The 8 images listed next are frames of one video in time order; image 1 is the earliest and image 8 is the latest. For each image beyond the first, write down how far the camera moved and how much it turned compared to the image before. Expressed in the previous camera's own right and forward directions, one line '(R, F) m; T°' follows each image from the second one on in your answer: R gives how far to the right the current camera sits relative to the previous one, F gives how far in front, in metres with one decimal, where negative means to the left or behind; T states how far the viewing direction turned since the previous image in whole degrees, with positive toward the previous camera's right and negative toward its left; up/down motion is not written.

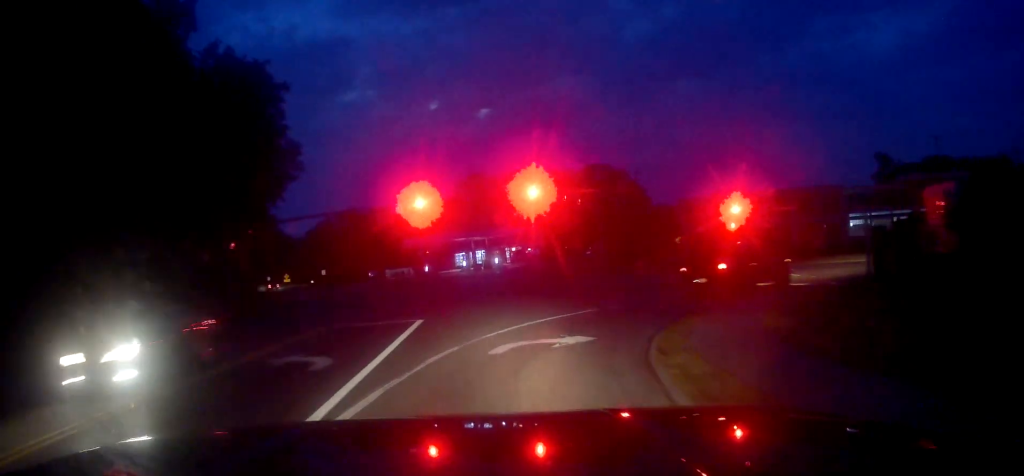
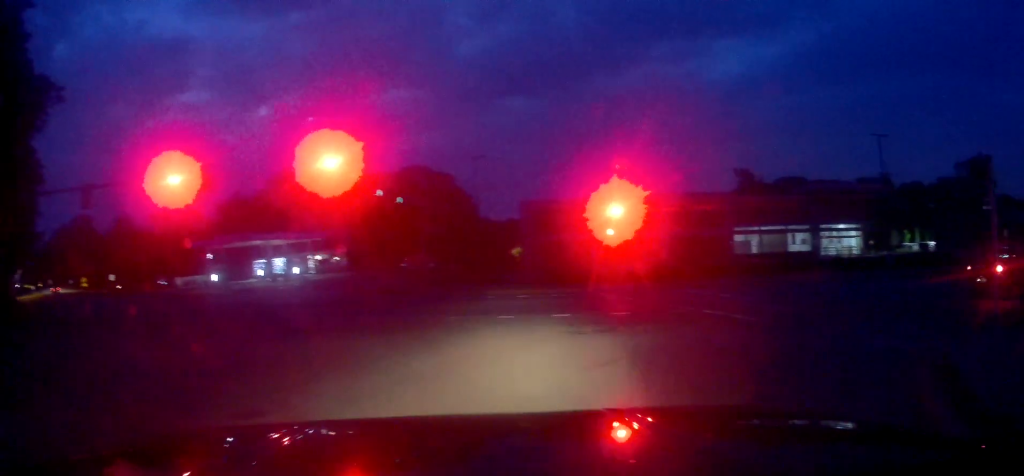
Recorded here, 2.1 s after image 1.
(+1.9, +15.2) m; +25°
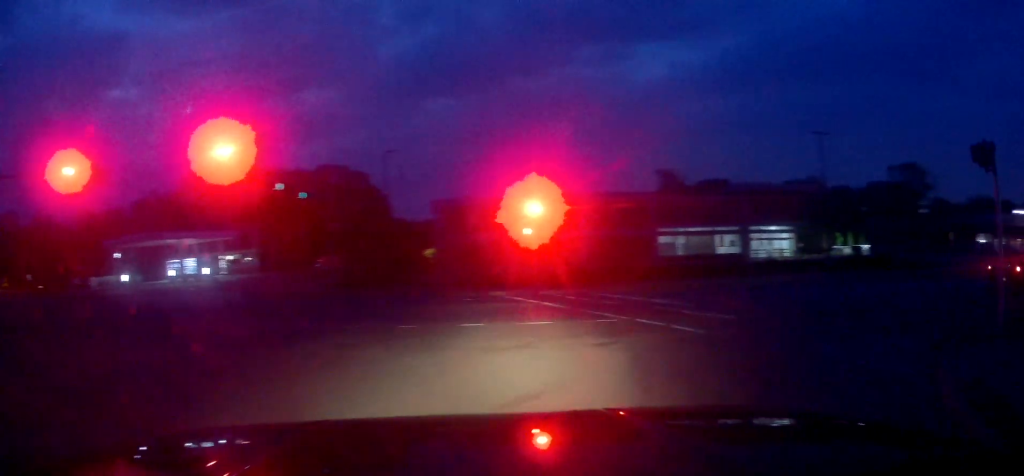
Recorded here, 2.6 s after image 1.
(+0.2, +2.7) m; +10°
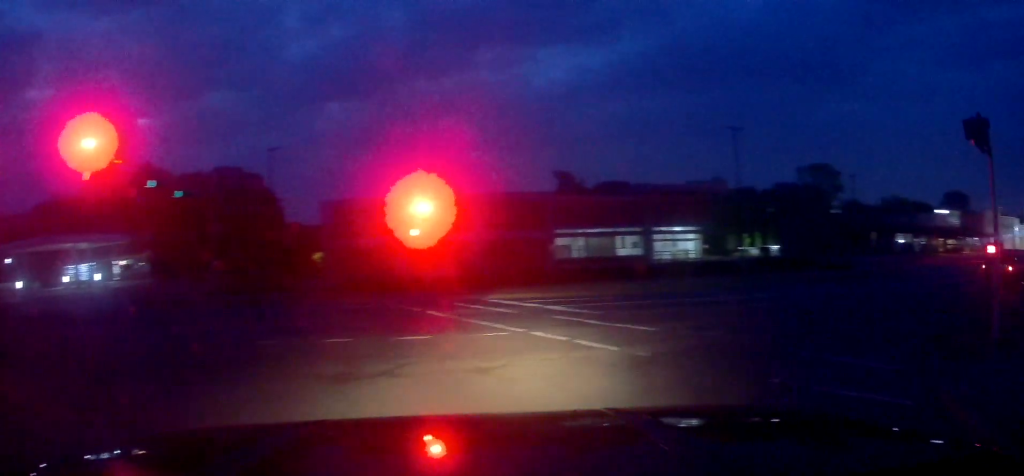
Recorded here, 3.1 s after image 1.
(+0.4, +2.6) m; +11°
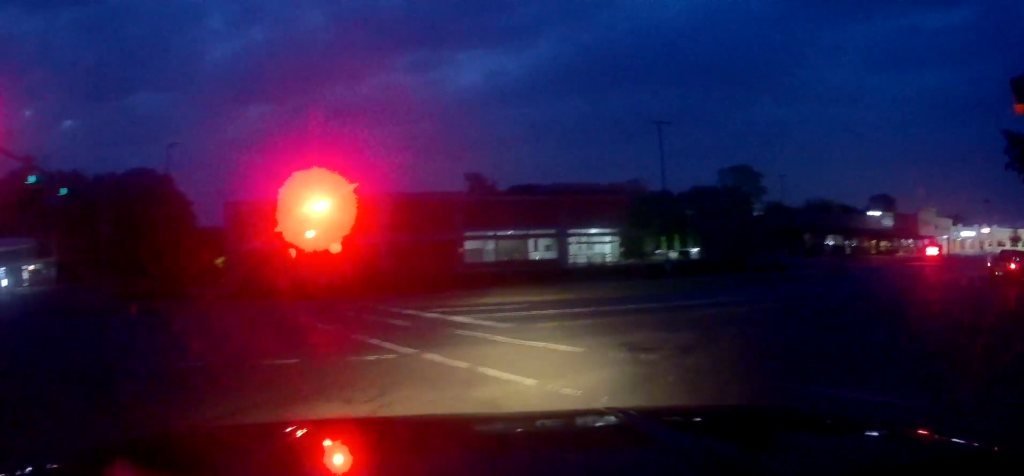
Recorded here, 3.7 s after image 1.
(+0.3, +3.0) m; +9°
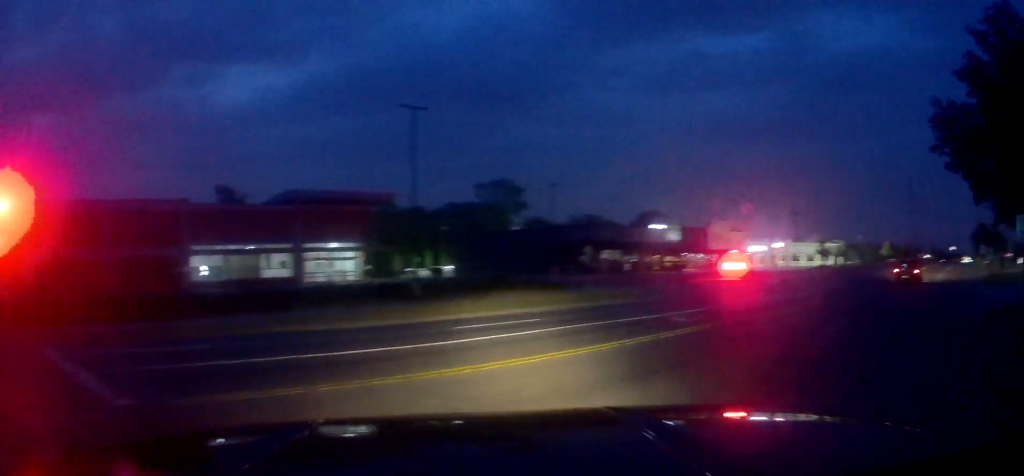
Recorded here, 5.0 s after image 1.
(+0.7, +7.2) m; +16°
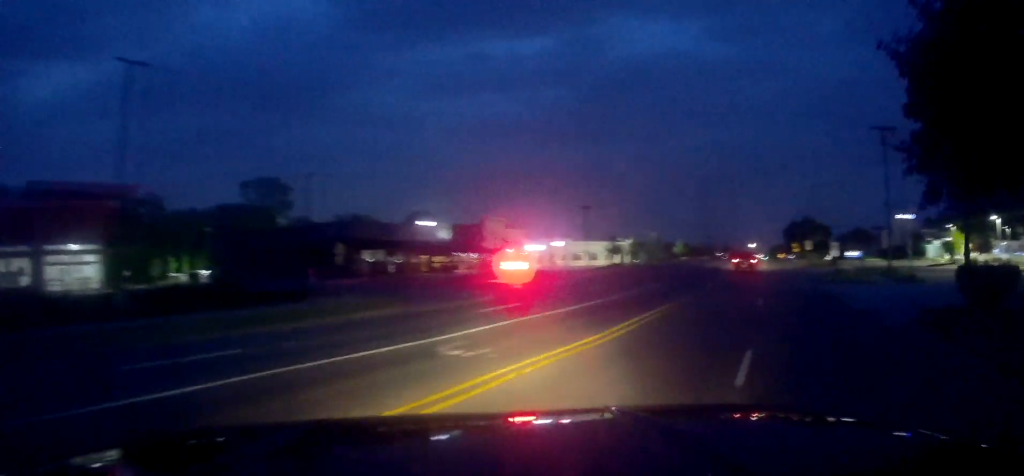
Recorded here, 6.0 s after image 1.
(+1.1, +6.8) m; +19°
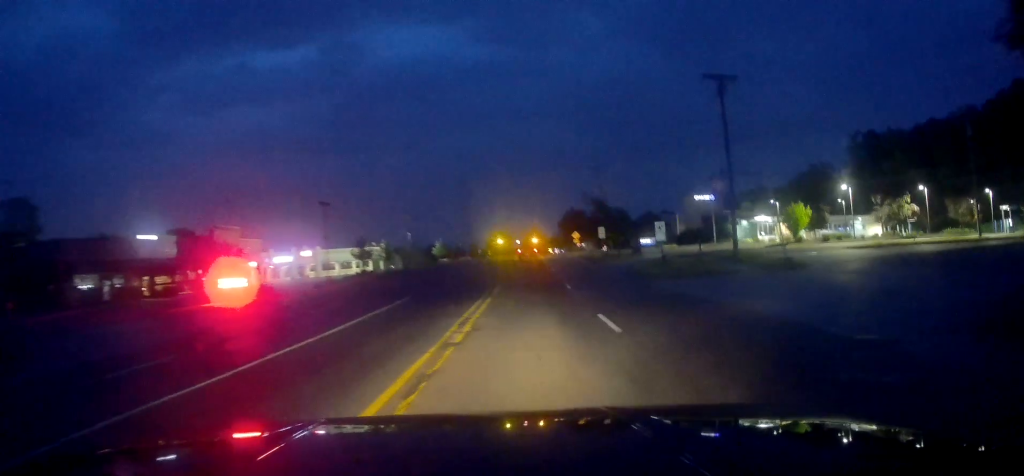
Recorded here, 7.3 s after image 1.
(+2.2, +11.2) m; +18°
